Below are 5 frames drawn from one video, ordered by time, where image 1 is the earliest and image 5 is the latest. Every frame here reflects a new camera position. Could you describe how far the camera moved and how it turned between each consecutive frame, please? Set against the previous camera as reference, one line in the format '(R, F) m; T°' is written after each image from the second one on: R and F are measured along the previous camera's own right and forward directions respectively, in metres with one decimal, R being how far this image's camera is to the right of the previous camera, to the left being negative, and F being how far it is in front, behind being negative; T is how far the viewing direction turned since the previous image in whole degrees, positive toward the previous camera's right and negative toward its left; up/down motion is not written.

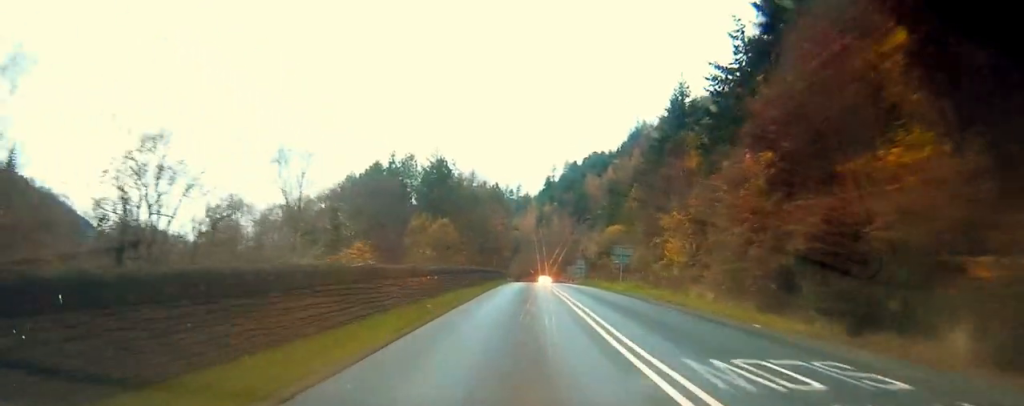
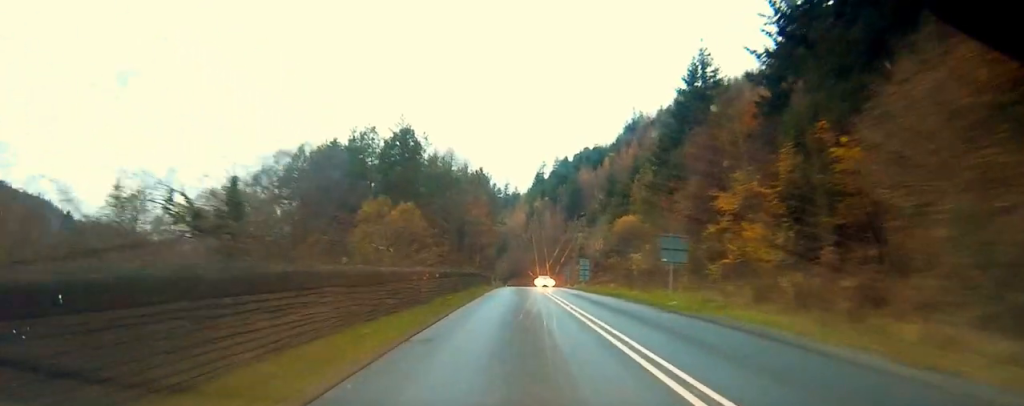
(0.0, +20.2) m; 0°
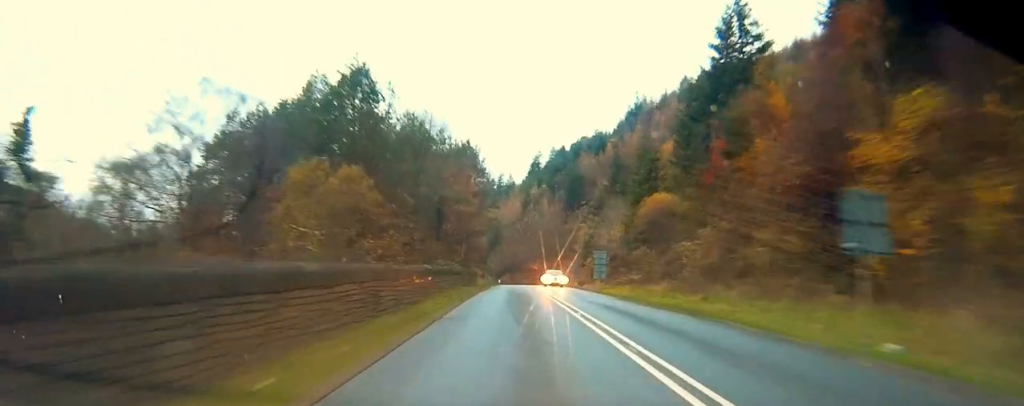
(+0.1, +19.5) m; -1°
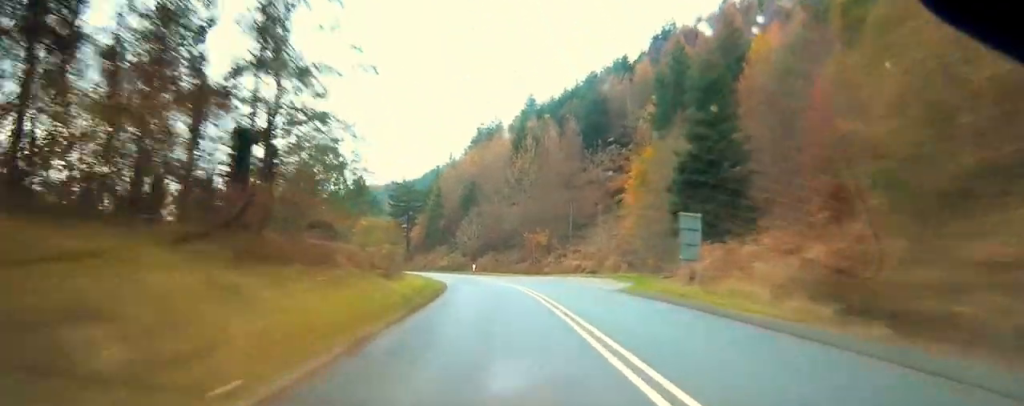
(-1.9, +70.5) m; -4°
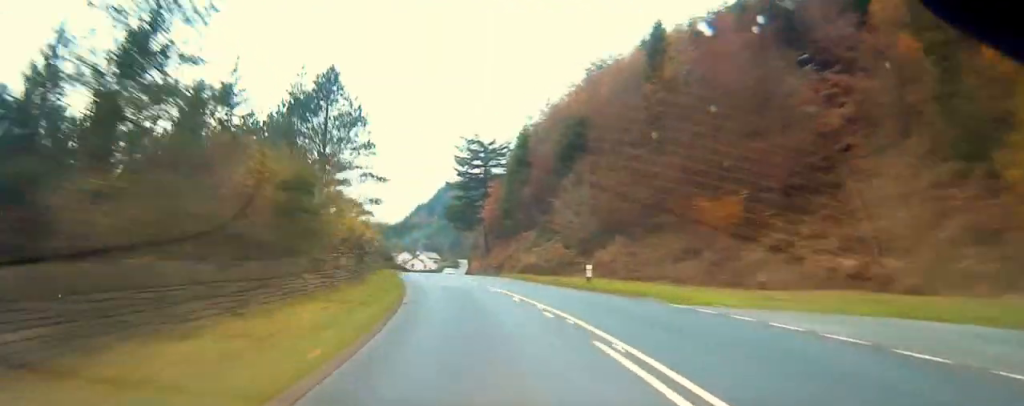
(-1.1, +47.5) m; -3°
